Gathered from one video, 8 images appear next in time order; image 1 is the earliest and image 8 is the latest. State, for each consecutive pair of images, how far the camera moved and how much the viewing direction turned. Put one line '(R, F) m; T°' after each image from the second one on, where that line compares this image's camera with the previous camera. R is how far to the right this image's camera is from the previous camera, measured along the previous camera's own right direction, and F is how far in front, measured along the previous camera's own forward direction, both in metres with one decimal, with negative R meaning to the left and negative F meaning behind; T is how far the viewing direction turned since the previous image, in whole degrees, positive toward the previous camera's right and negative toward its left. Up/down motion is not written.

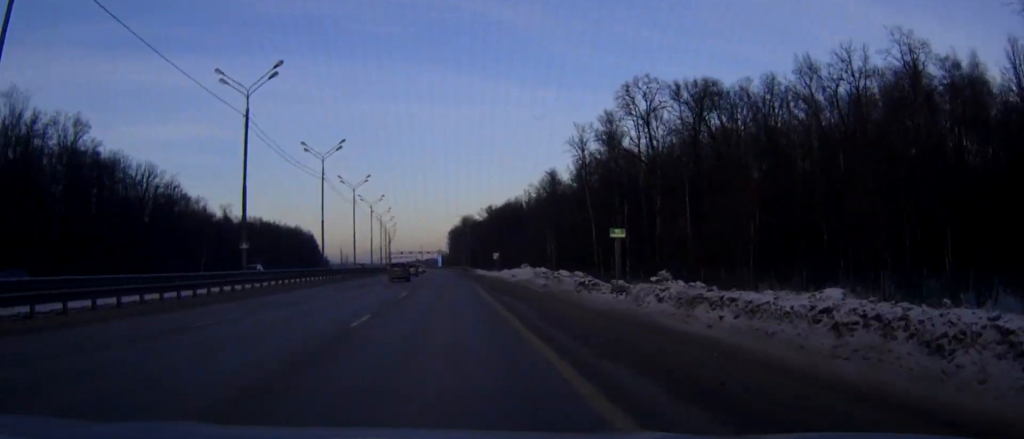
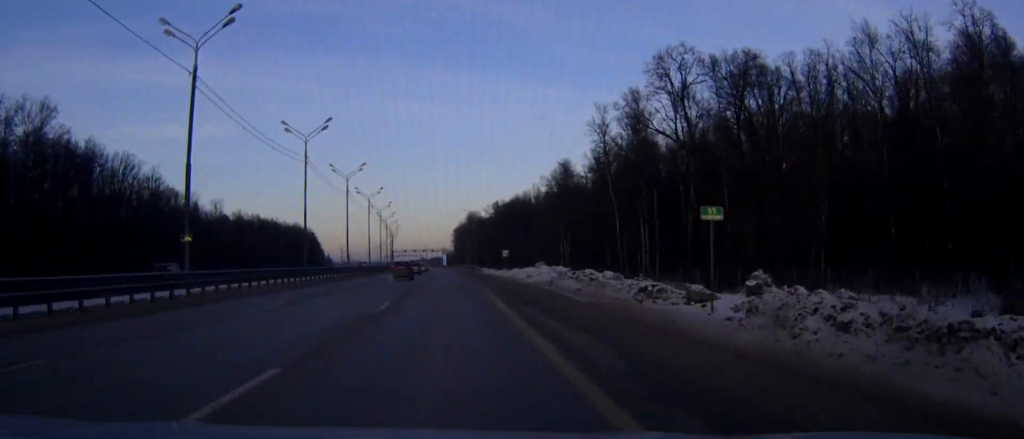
(-0.1, +11.0) m; 0°
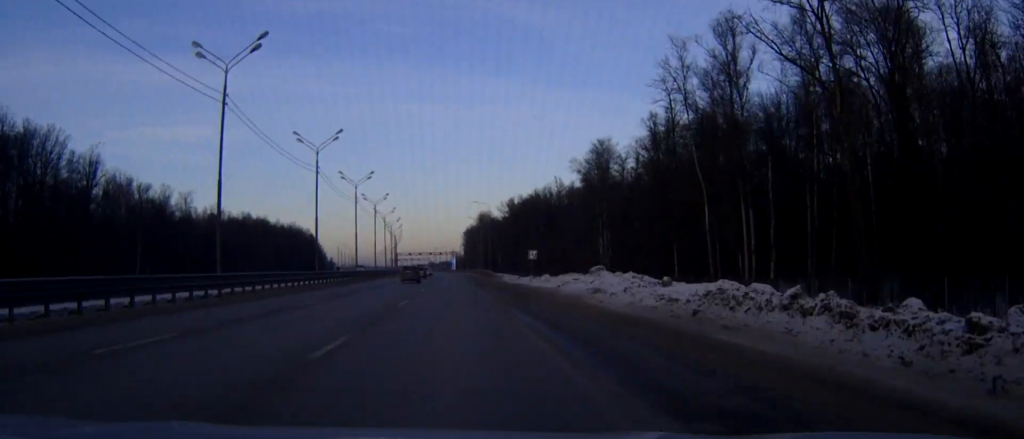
(-0.2, +26.5) m; -1°
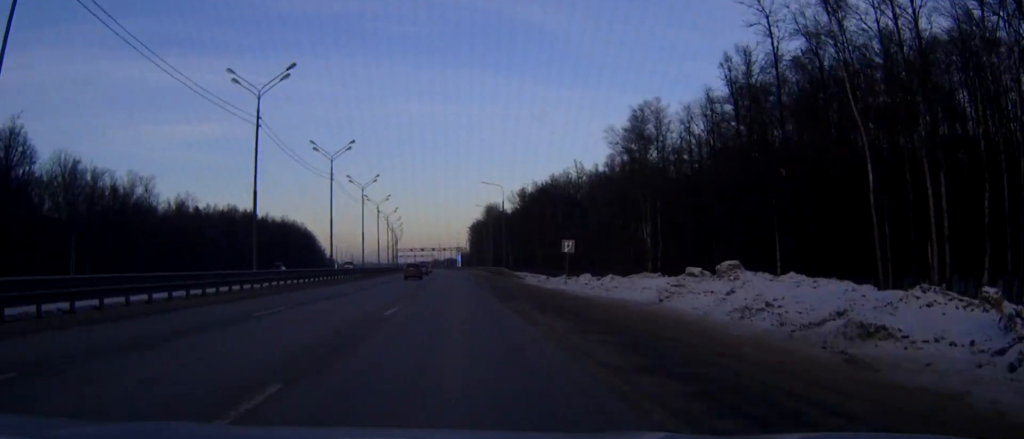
(-0.1, +22.8) m; 0°
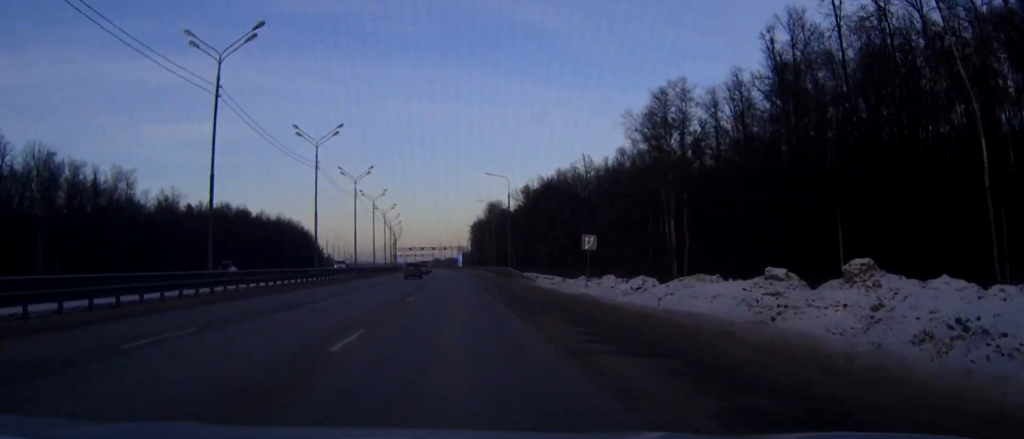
(0.0, +8.8) m; 0°
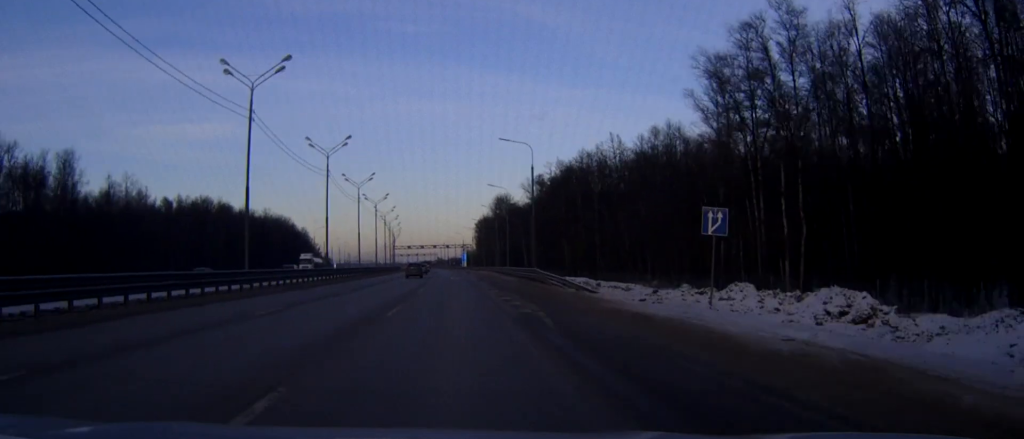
(-0.1, +23.5) m; 0°
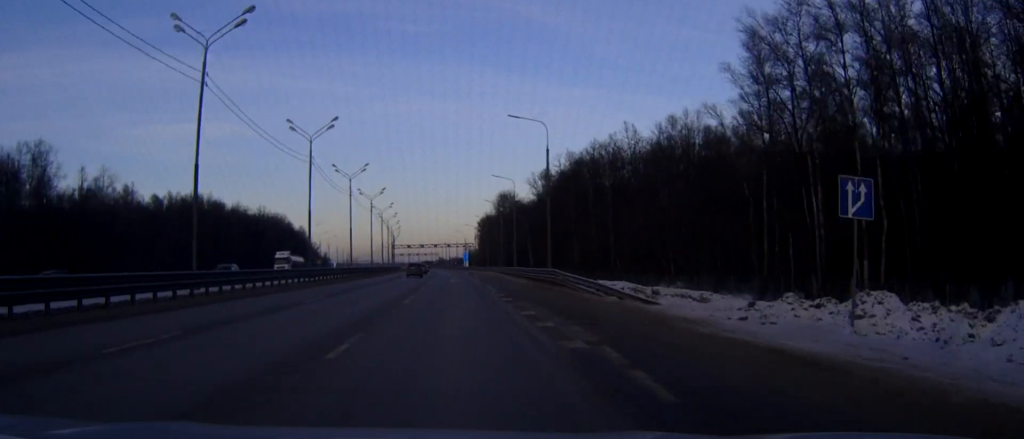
(0.0, +9.5) m; 0°
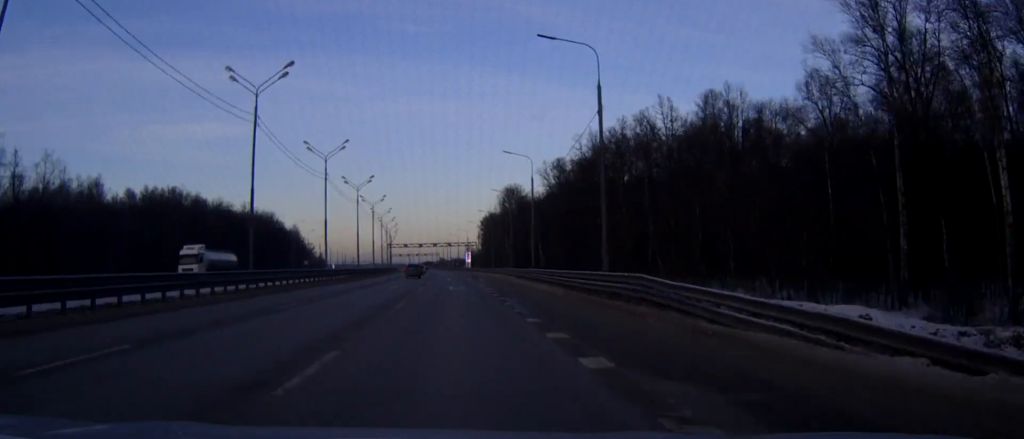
(0.0, +18.9) m; 0°
